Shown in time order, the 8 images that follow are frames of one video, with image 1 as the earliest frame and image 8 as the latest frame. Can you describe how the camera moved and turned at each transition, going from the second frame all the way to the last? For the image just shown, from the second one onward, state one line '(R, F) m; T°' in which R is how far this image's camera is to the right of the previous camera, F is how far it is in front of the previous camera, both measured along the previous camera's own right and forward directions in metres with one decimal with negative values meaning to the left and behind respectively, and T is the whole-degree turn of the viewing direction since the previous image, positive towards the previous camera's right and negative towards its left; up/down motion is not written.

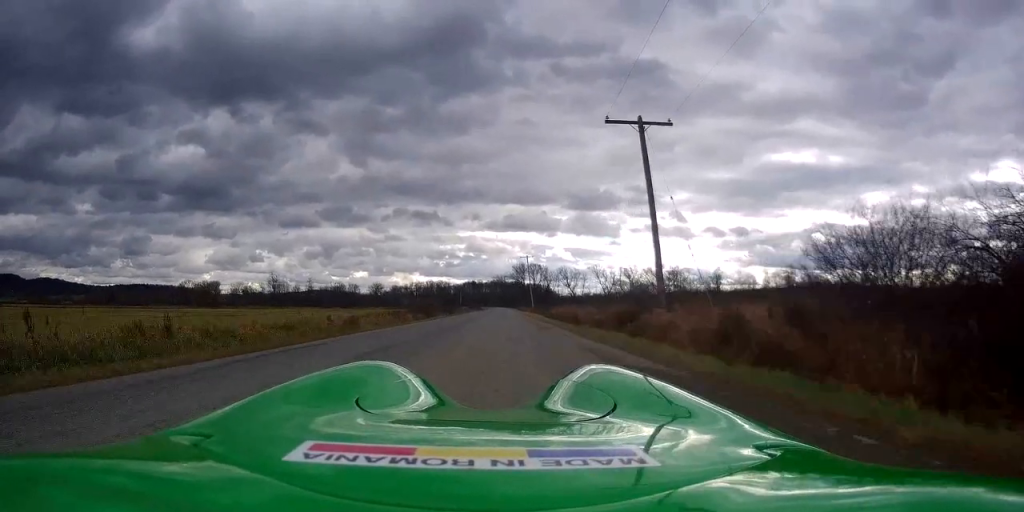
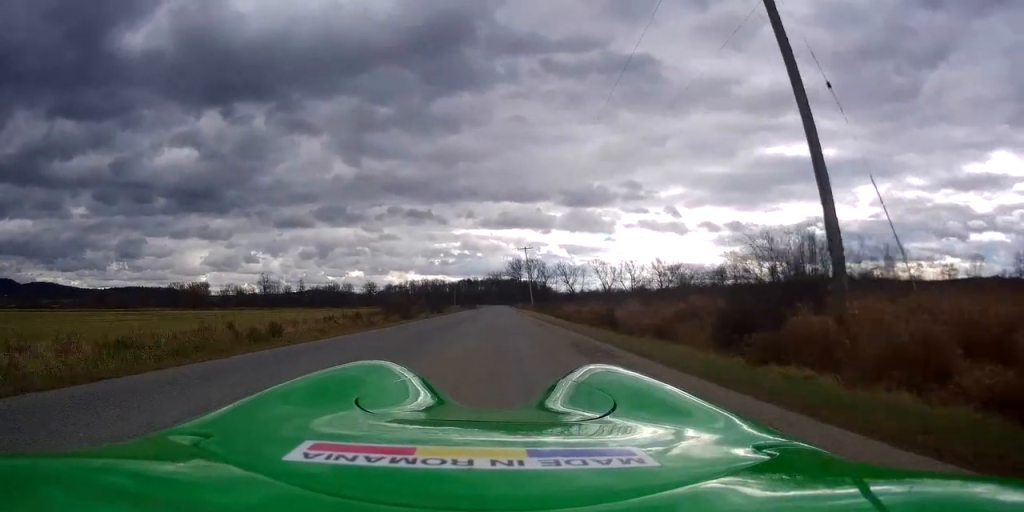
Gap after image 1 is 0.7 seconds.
(-0.3, +10.7) m; -1°
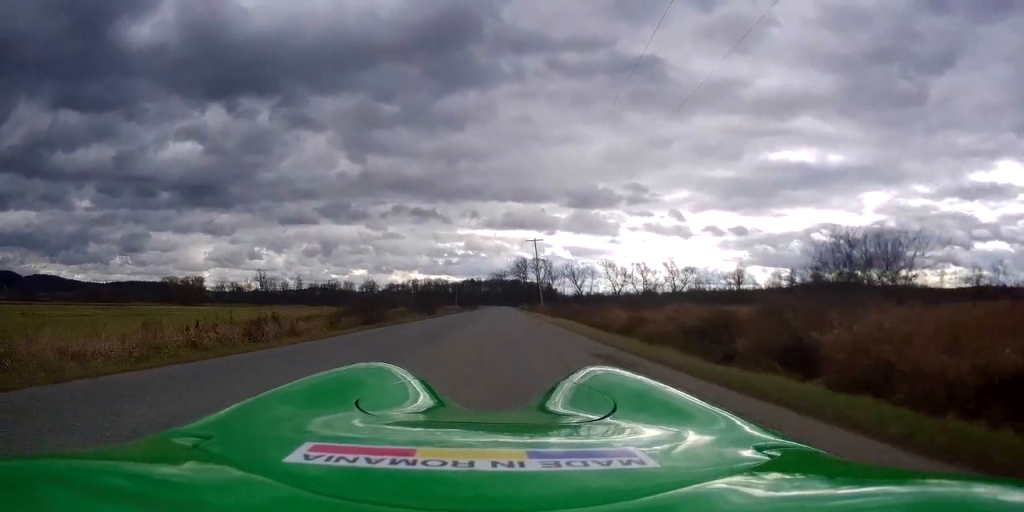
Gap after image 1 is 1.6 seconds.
(-0.1, +13.9) m; 0°
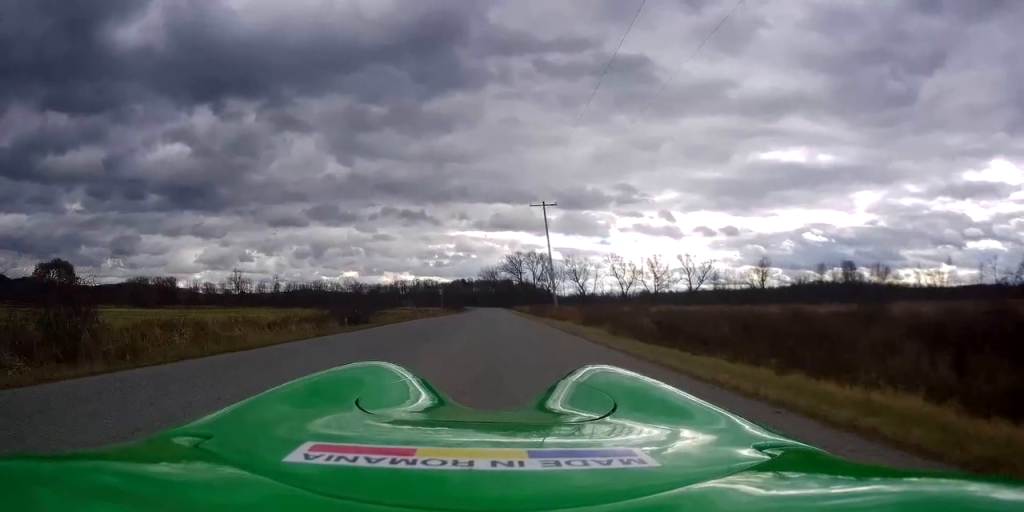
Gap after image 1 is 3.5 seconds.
(+0.1, +28.4) m; +1°
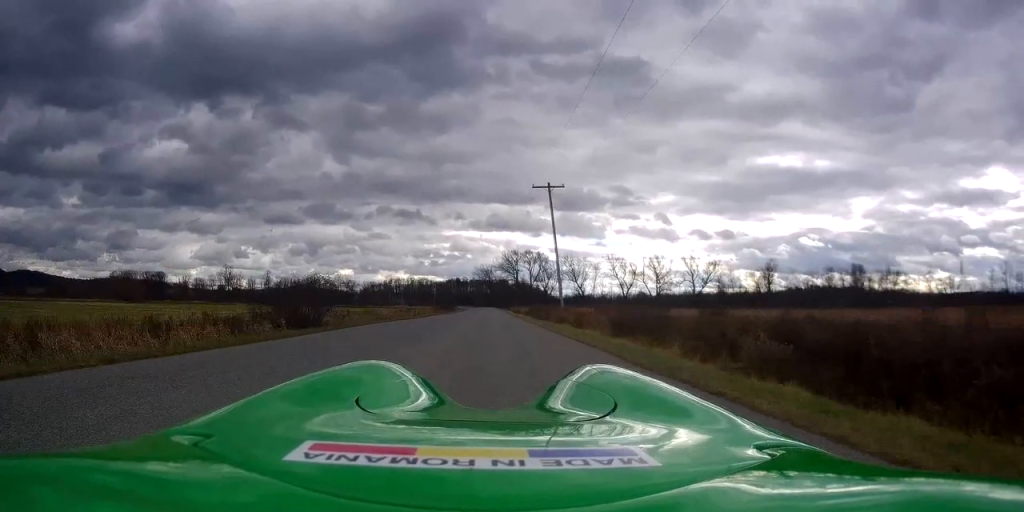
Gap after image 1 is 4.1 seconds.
(-0.3, +8.8) m; +2°
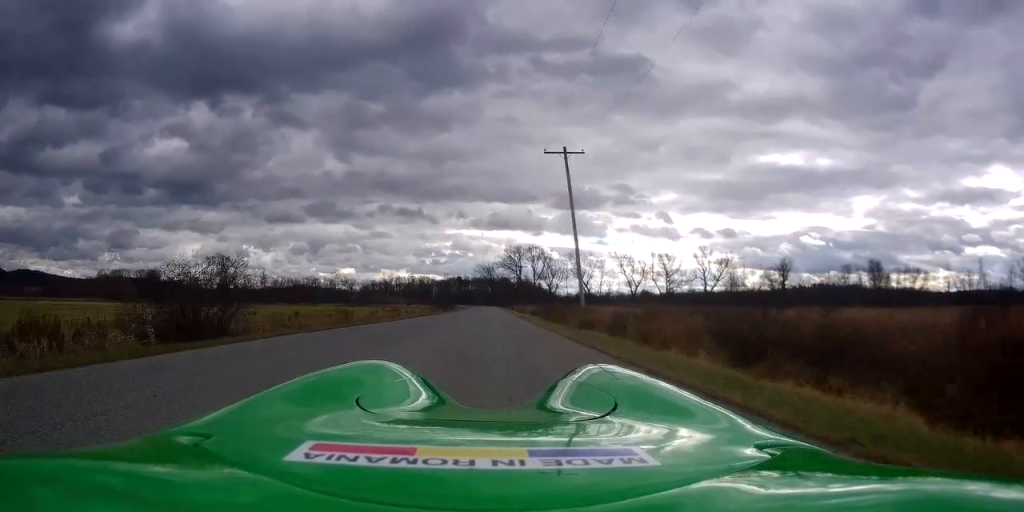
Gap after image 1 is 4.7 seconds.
(+0.5, +9.4) m; +2°
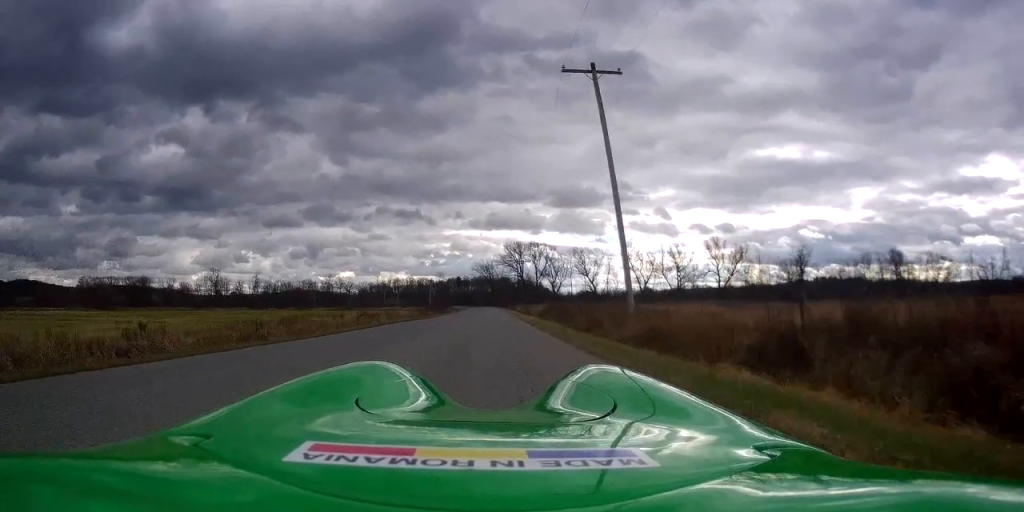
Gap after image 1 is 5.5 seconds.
(+0.2, +11.9) m; 0°
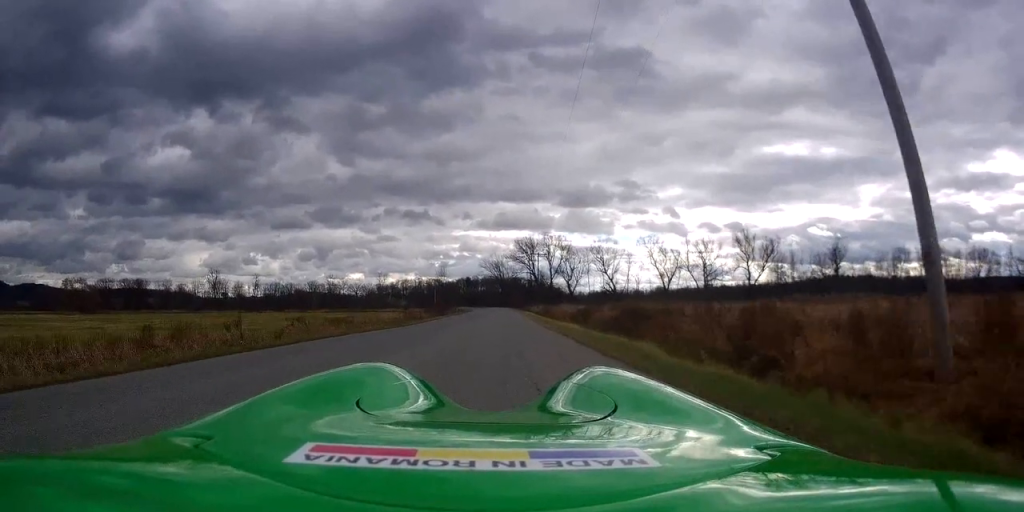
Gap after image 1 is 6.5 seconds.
(-0.5, +15.0) m; -3°
